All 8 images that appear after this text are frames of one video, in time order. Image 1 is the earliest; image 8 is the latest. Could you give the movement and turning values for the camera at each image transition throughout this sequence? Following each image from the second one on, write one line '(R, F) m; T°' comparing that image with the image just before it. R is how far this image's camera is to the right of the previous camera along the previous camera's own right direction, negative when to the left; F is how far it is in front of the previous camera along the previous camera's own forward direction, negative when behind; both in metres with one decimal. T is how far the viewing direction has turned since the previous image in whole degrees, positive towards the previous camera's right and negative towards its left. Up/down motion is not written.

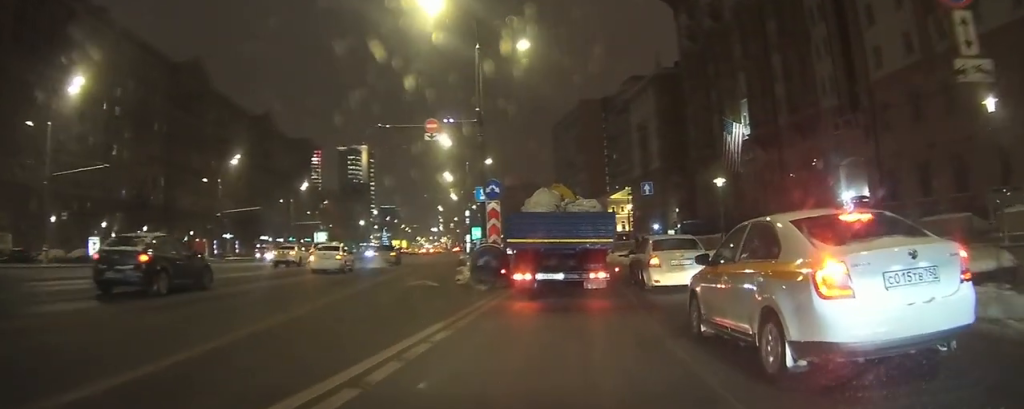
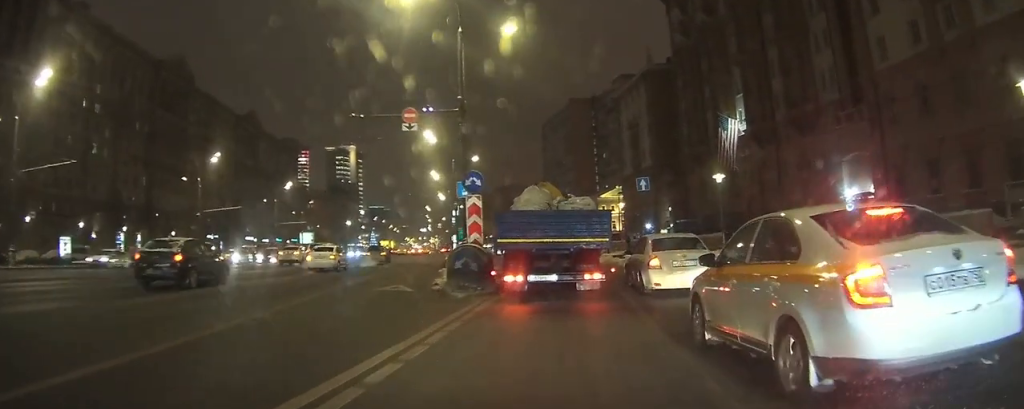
(0.0, +2.4) m; +1°
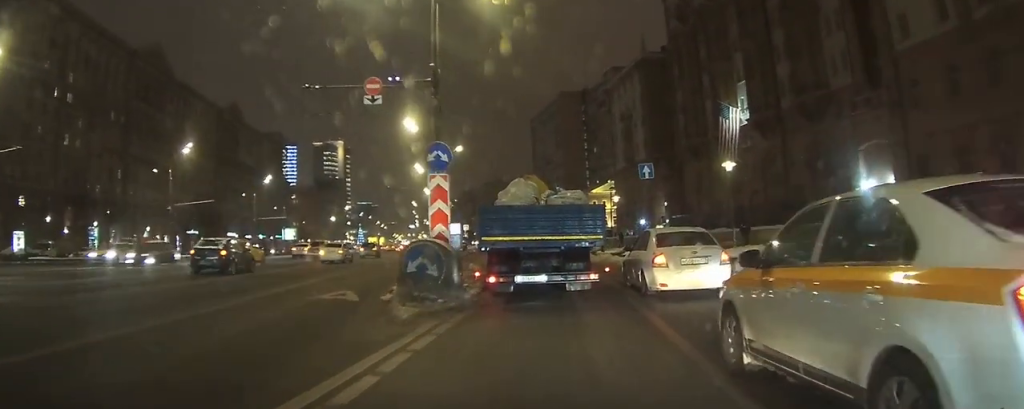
(0.0, +4.5) m; +1°
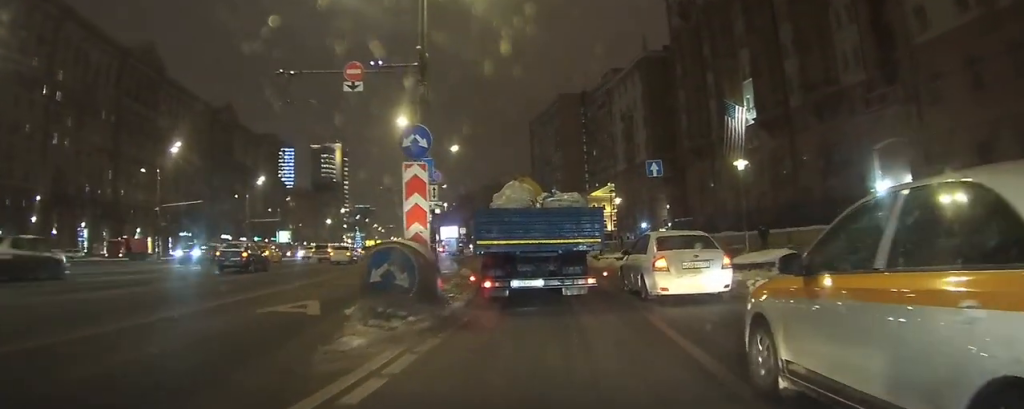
(0.0, +2.5) m; +1°
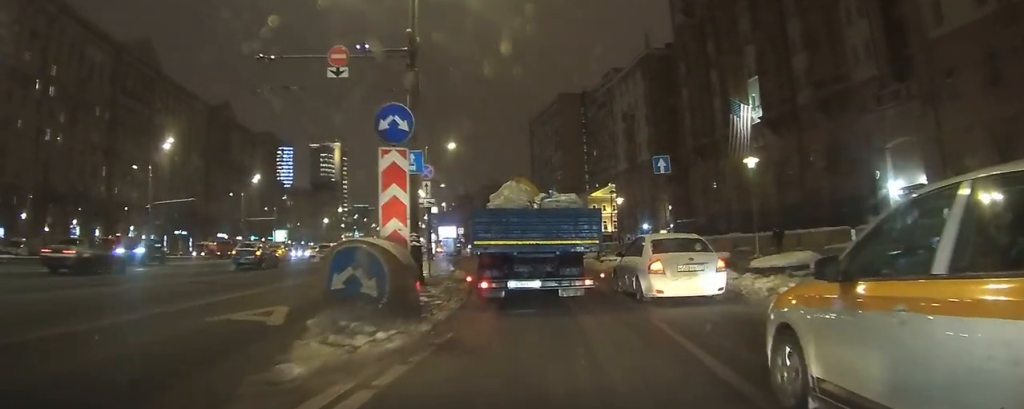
(0.0, +1.7) m; 0°
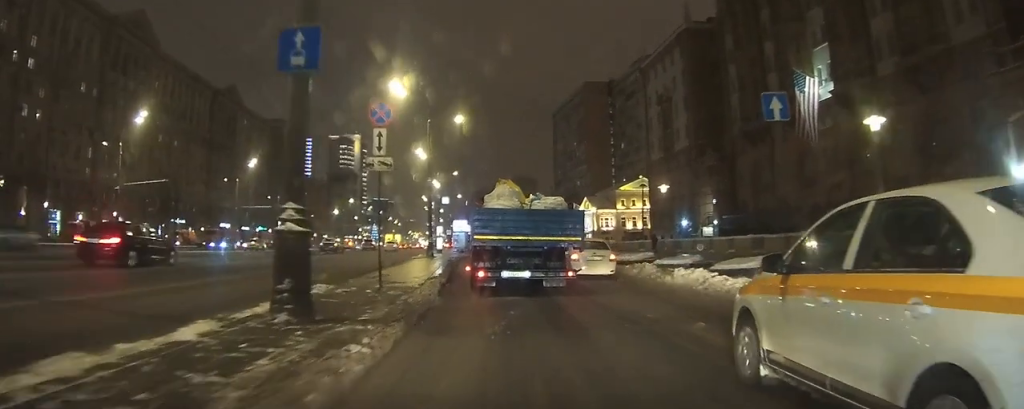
(+0.2, +11.0) m; 0°
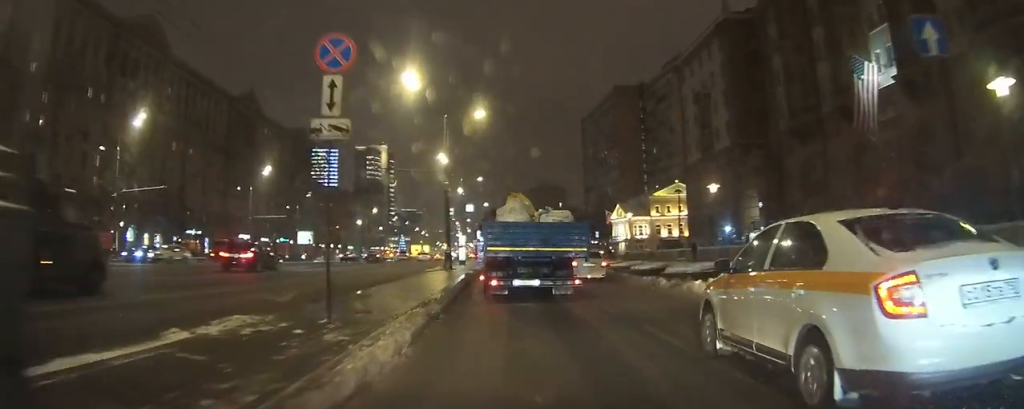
(-0.2, +5.3) m; -4°
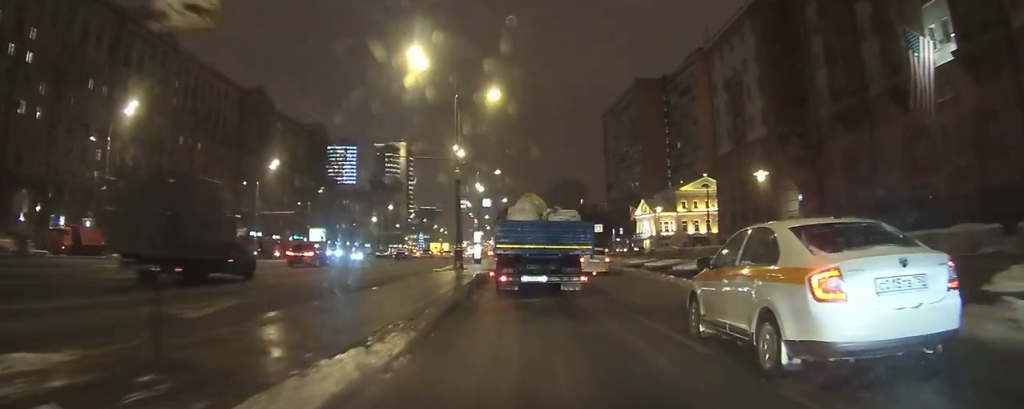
(-0.1, +4.6) m; -2°
